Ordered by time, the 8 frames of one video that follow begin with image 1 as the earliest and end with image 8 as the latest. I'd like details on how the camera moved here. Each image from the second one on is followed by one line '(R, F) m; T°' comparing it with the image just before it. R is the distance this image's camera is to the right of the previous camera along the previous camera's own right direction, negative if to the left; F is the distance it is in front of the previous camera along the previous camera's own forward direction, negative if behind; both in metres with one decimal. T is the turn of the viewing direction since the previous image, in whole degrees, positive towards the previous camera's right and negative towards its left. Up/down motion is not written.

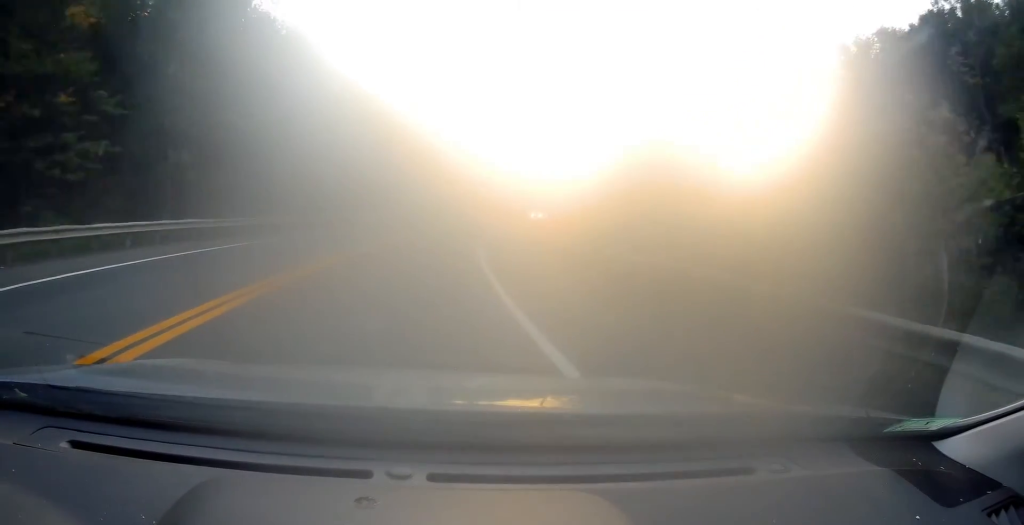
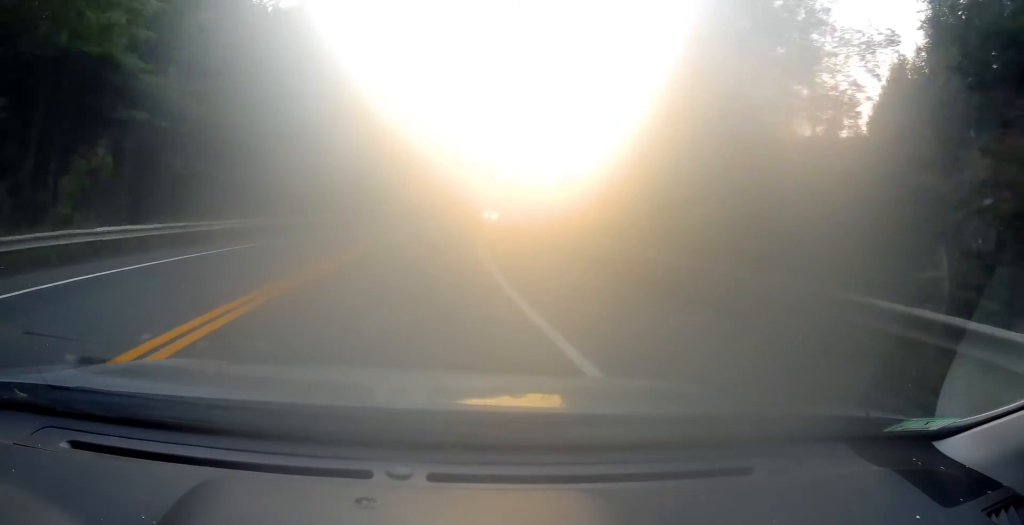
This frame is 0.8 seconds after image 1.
(+0.5, +15.2) m; +4°
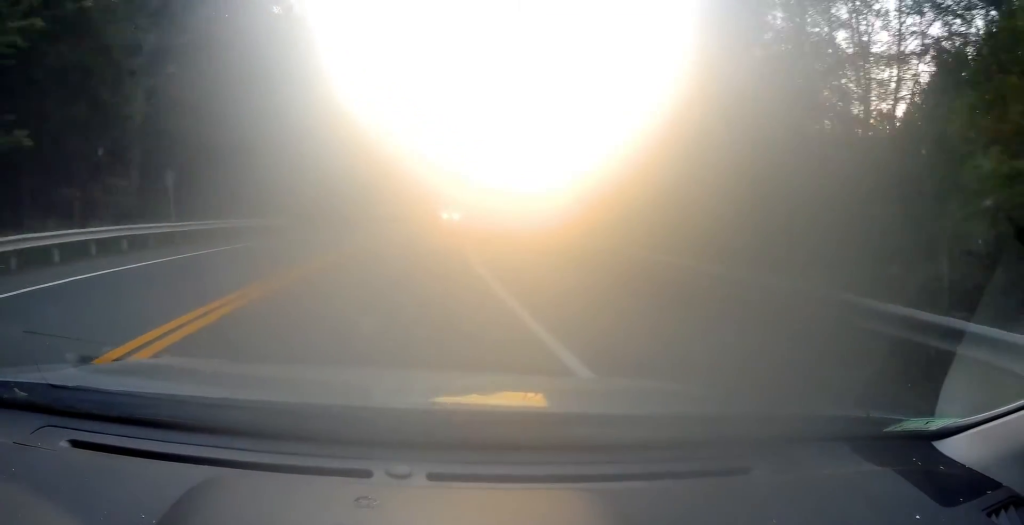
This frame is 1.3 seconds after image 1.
(0.0, +10.1) m; +2°
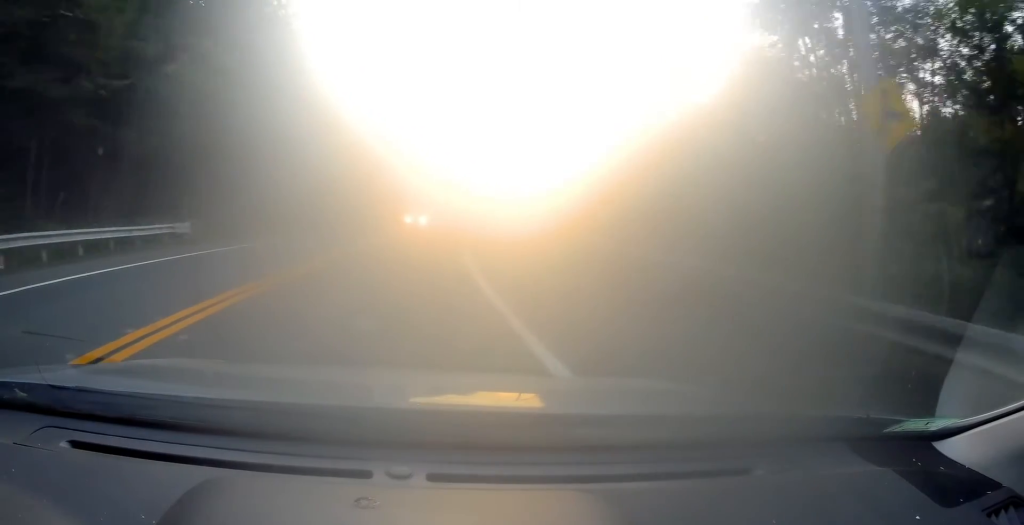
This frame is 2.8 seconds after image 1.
(+2.2, +30.1) m; +8°
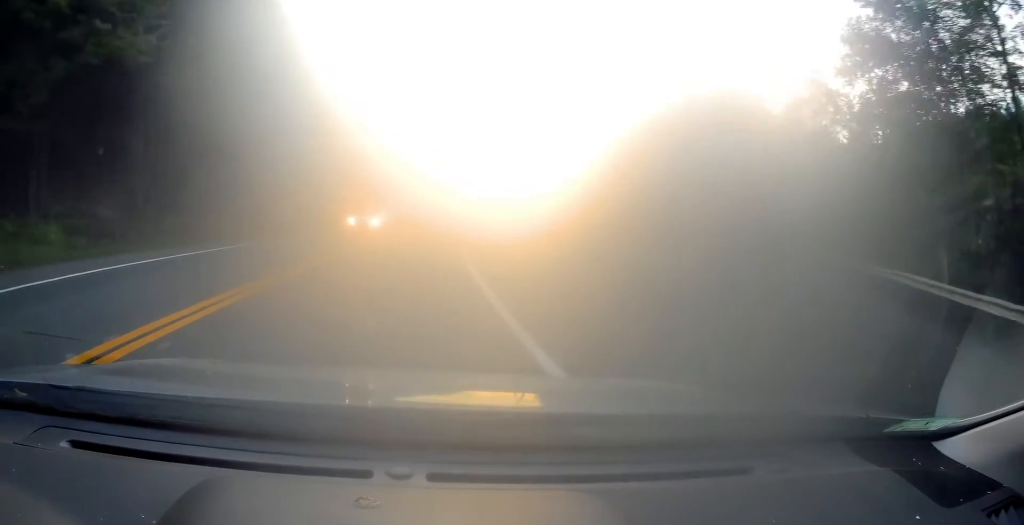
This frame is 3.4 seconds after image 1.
(+0.3, +12.1) m; +3°
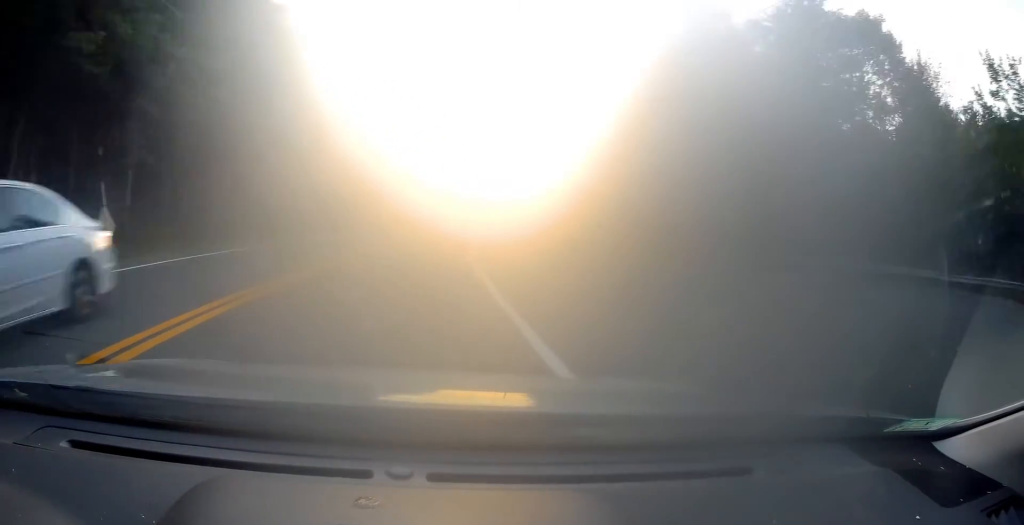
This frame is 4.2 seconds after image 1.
(+0.3, +15.5) m; +4°
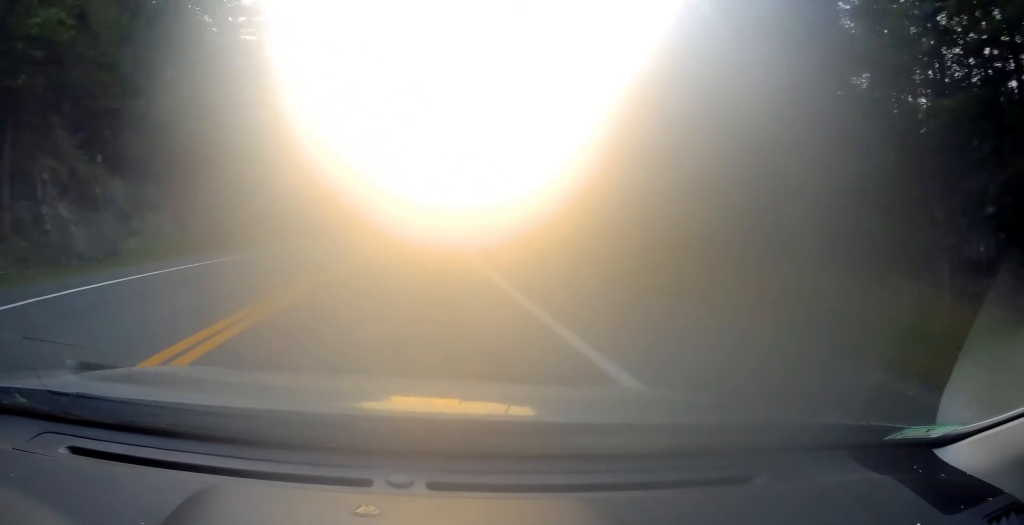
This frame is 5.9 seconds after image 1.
(+1.4, +31.3) m; +4°
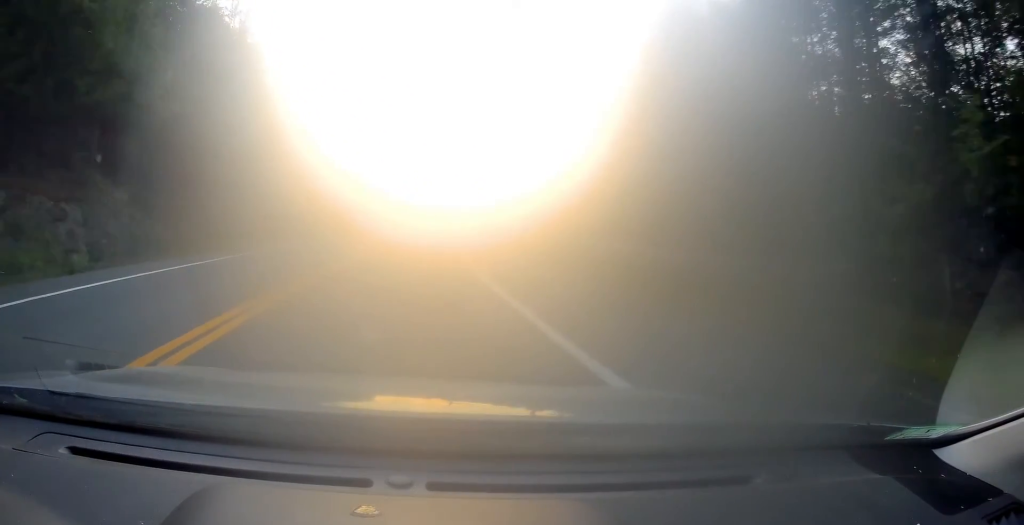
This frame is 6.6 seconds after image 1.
(0.0, +11.8) m; +2°
